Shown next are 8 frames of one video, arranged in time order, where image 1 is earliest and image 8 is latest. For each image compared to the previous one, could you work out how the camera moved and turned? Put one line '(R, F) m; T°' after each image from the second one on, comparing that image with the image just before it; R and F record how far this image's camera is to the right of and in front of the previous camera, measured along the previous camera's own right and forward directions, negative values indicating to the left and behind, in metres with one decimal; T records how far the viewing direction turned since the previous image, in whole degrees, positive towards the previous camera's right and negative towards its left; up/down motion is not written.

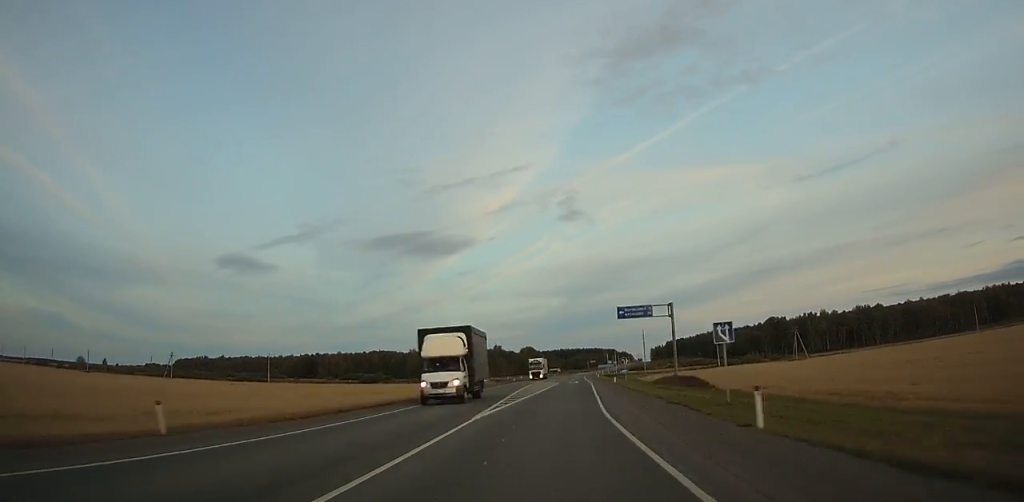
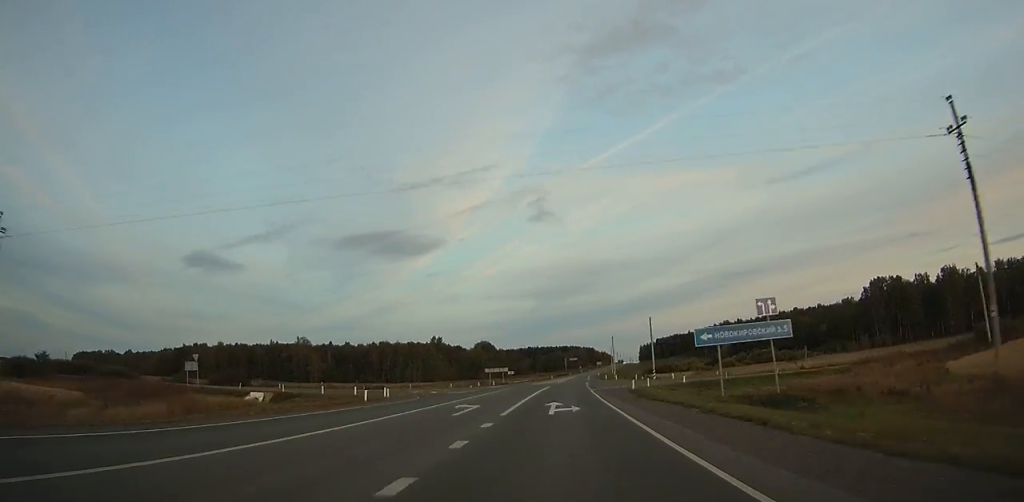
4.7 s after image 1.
(+3.8, +130.0) m; +3°
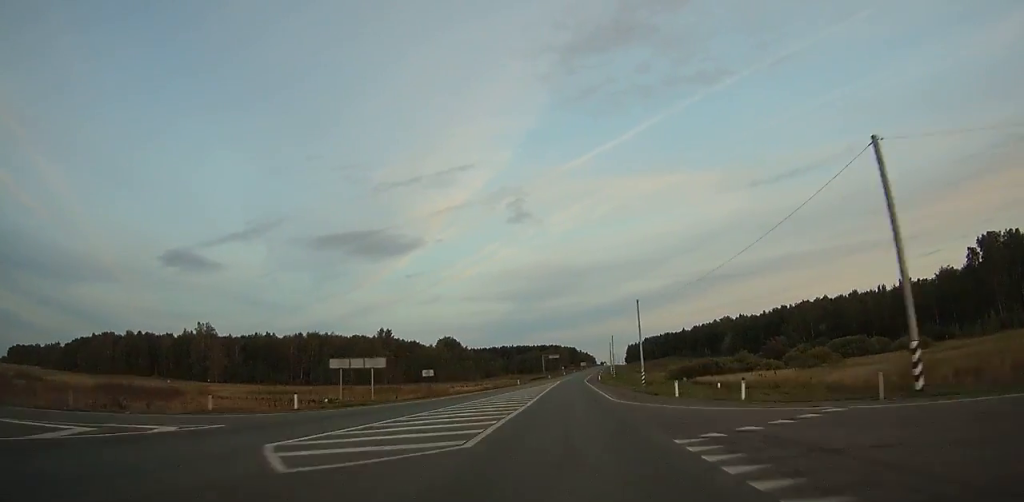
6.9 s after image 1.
(+0.4, +61.5) m; +2°
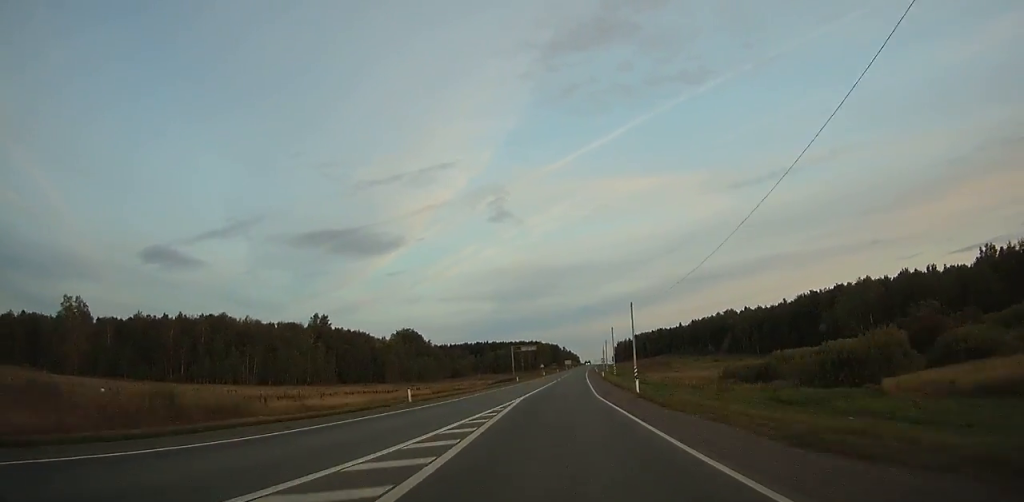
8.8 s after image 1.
(+1.3, +53.5) m; +2°
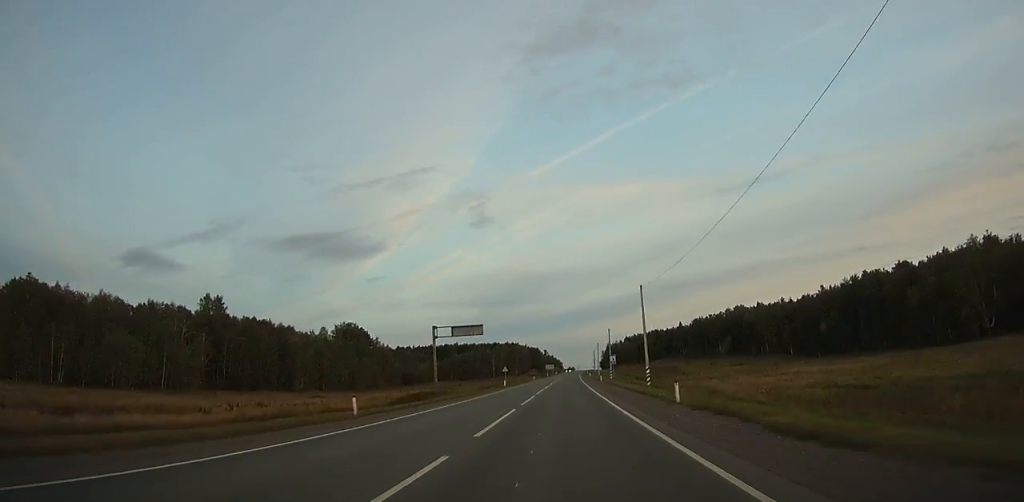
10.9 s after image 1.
(+1.0, +59.4) m; +2°
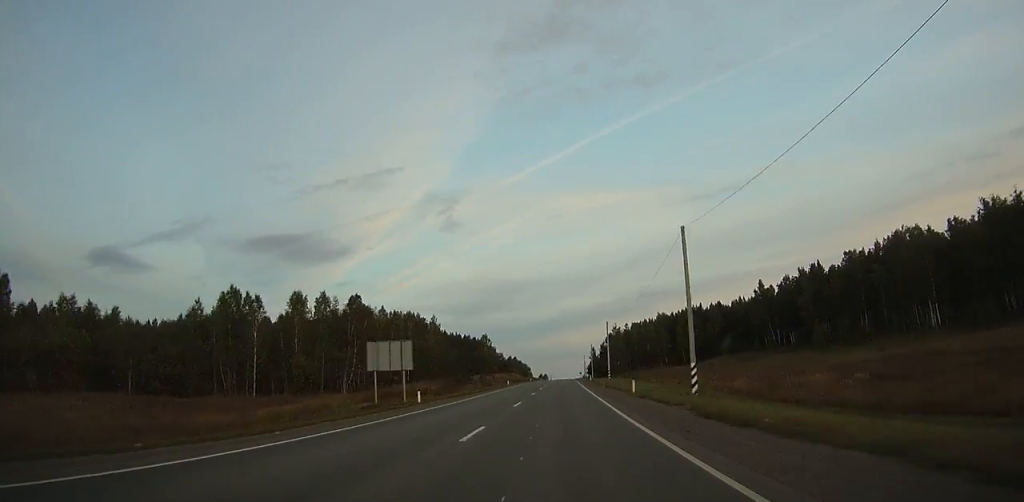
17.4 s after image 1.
(+5.9, +186.0) m; +3°
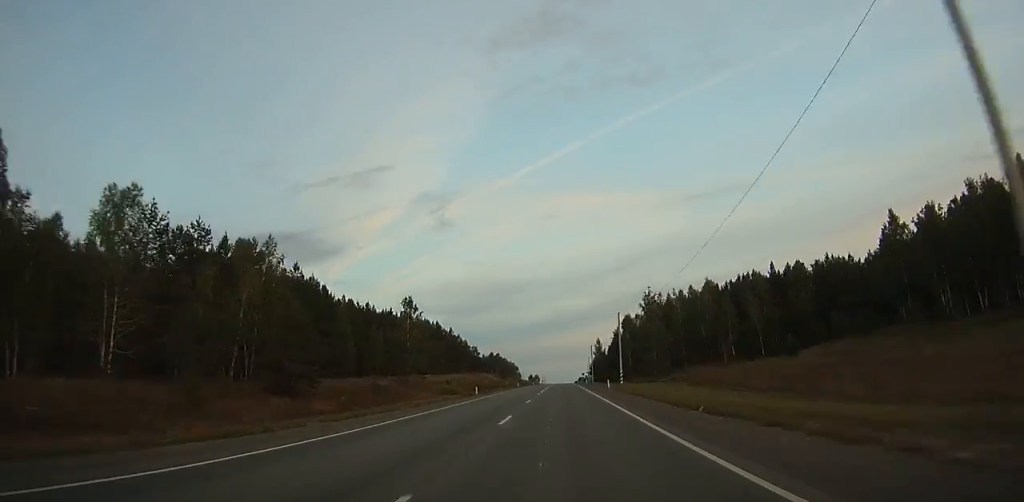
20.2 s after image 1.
(+0.4, +80.6) m; +1°
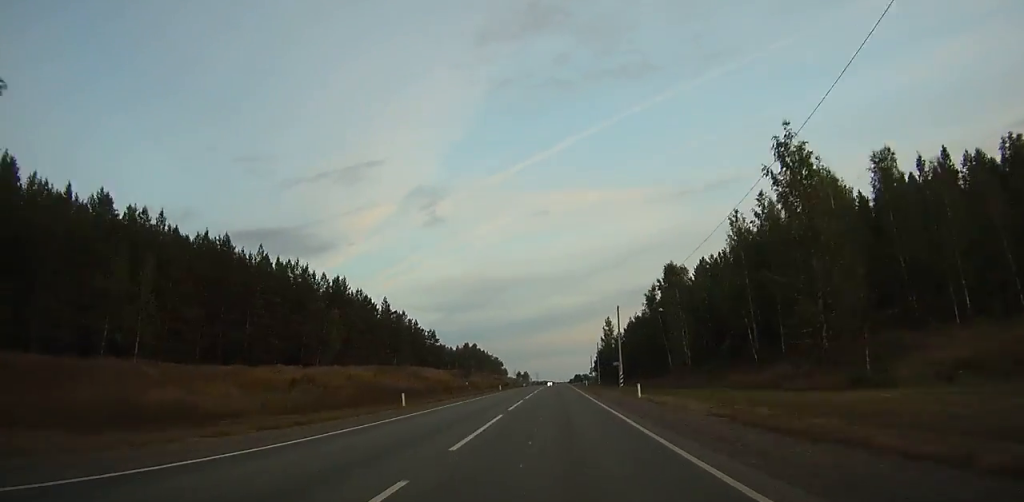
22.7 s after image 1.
(+0.5, +72.1) m; 0°
